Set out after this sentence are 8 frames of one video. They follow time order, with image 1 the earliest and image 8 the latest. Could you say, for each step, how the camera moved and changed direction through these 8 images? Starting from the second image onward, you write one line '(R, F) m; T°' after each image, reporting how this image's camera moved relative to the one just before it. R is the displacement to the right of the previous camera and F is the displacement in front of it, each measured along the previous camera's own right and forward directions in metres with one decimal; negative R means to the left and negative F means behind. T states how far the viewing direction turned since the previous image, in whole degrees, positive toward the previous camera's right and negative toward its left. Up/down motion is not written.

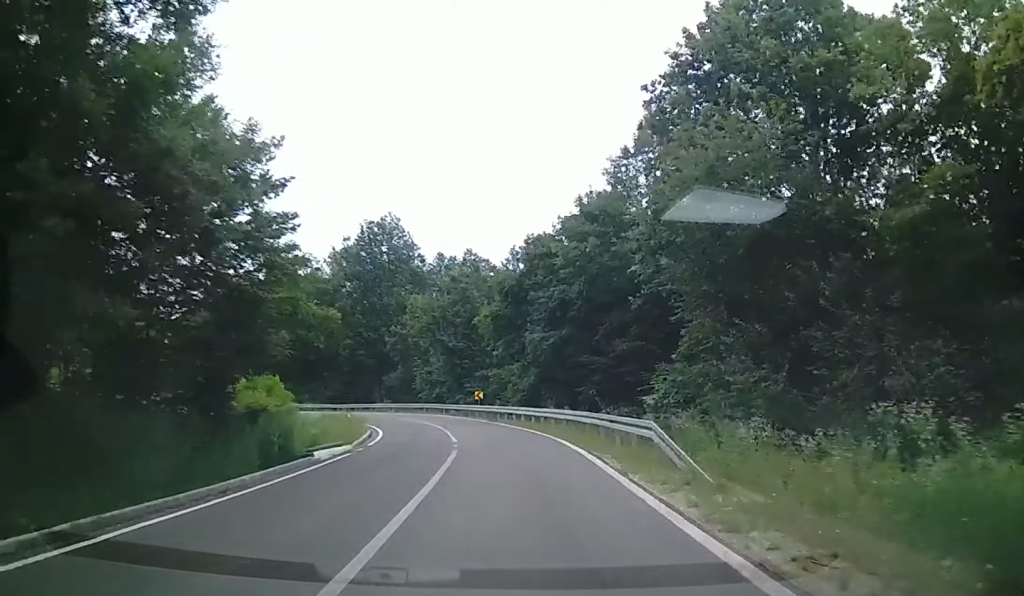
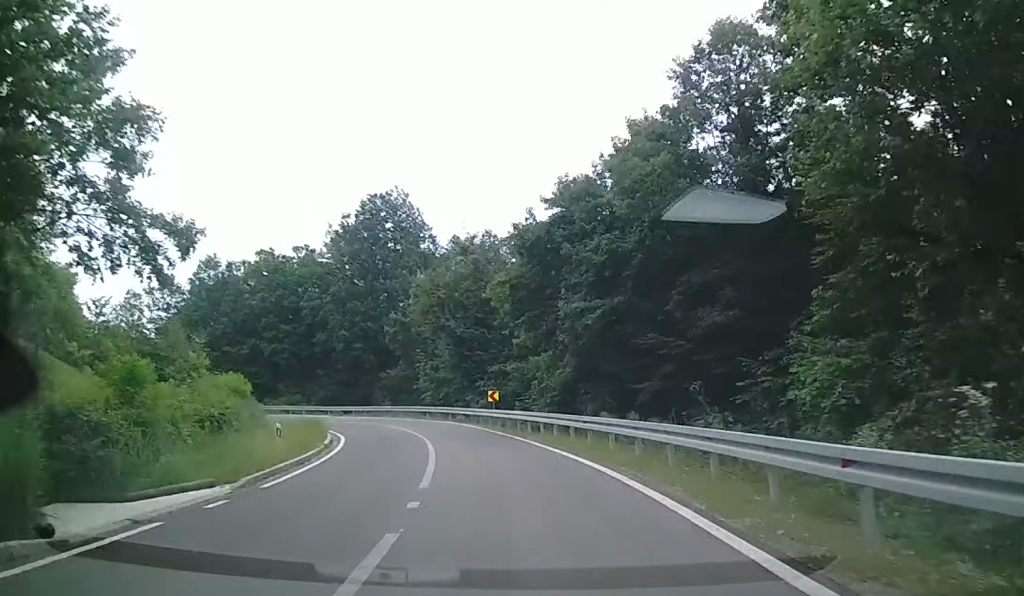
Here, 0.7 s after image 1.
(-0.1, +10.8) m; -2°
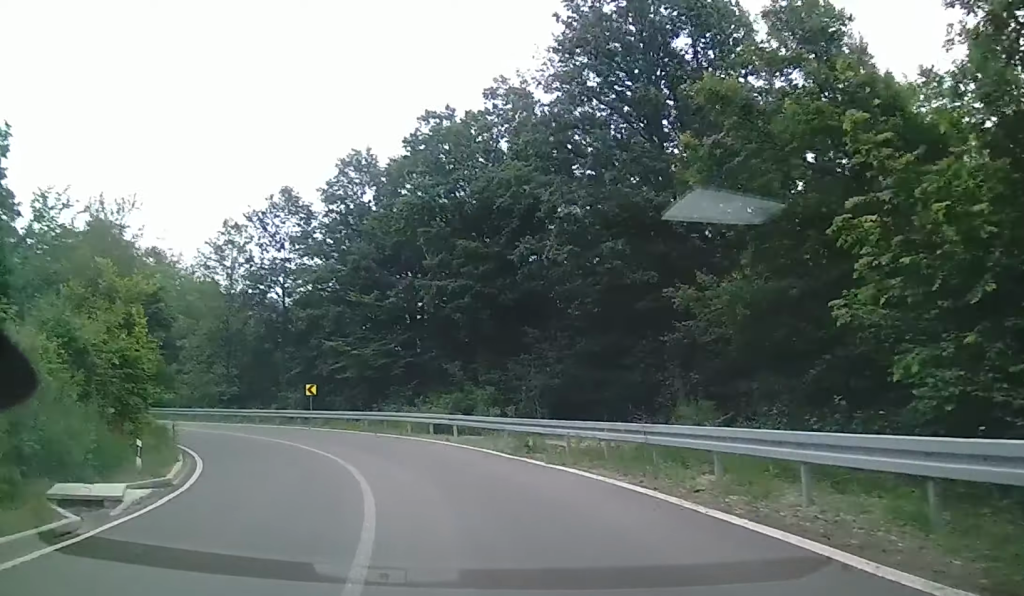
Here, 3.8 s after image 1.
(-7.8, +40.9) m; -26°
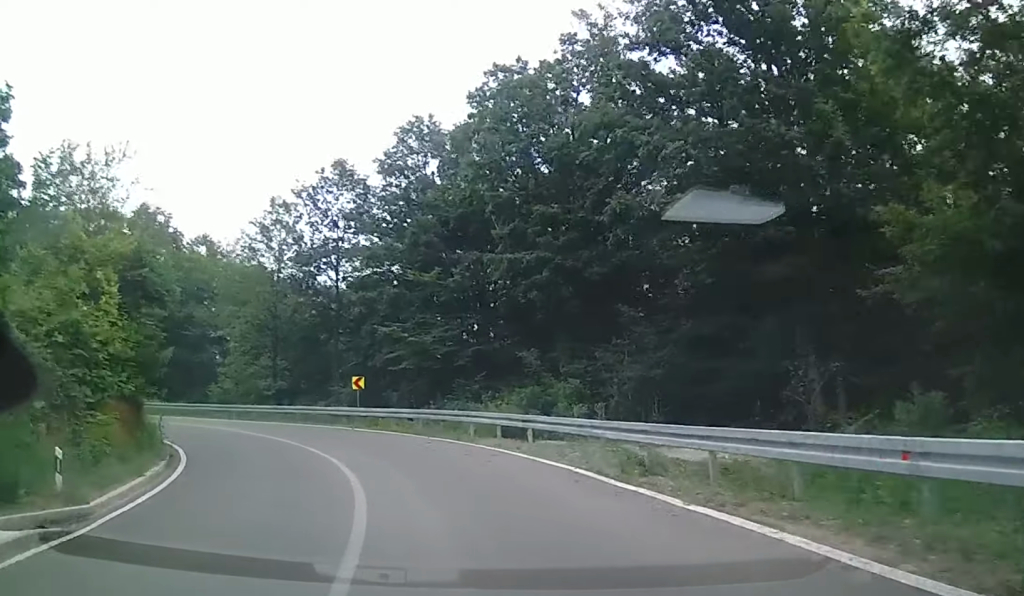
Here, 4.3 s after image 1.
(+0.6, +6.0) m; -6°
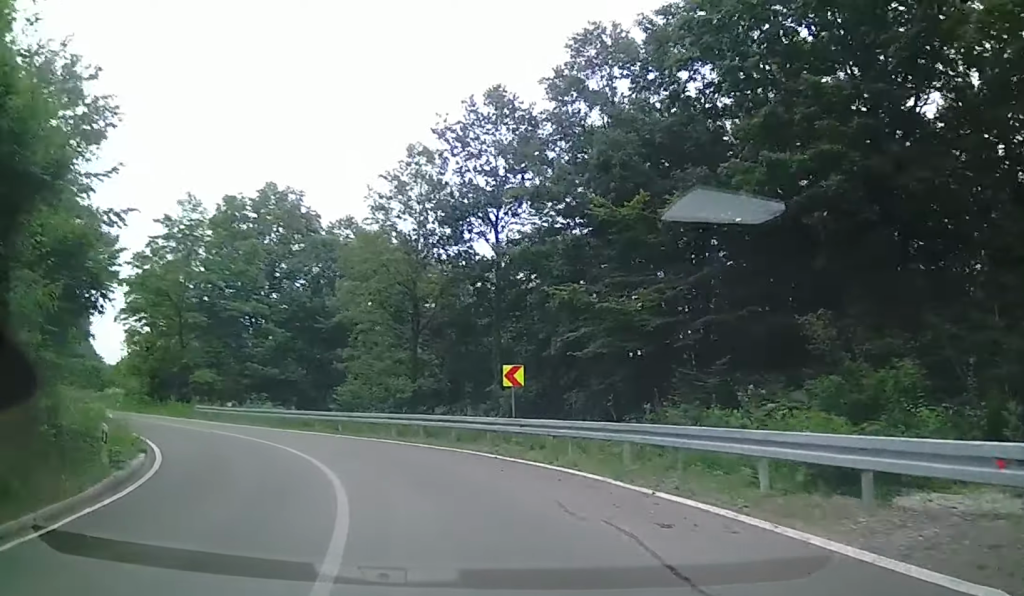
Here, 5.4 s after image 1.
(-3.1, +12.6) m; -19°
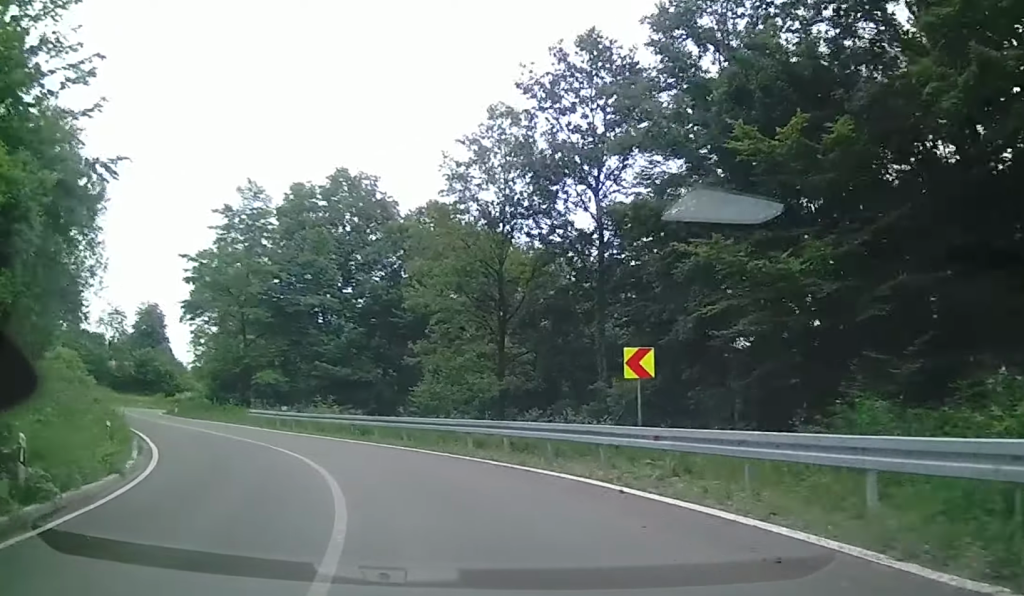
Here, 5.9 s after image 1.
(-0.2, +5.6) m; -7°
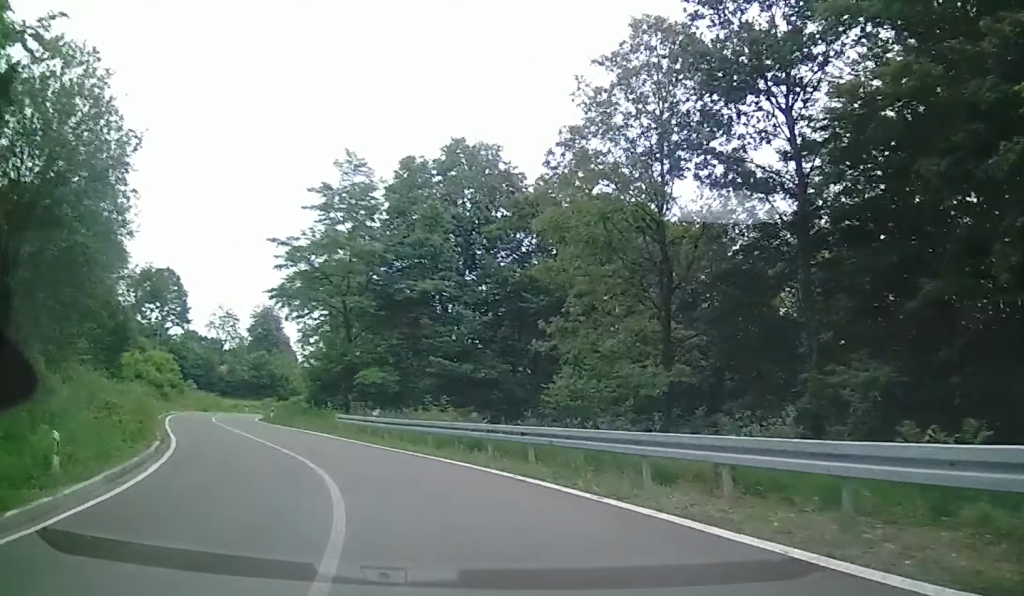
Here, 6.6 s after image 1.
(-0.6, +7.3) m; -14°
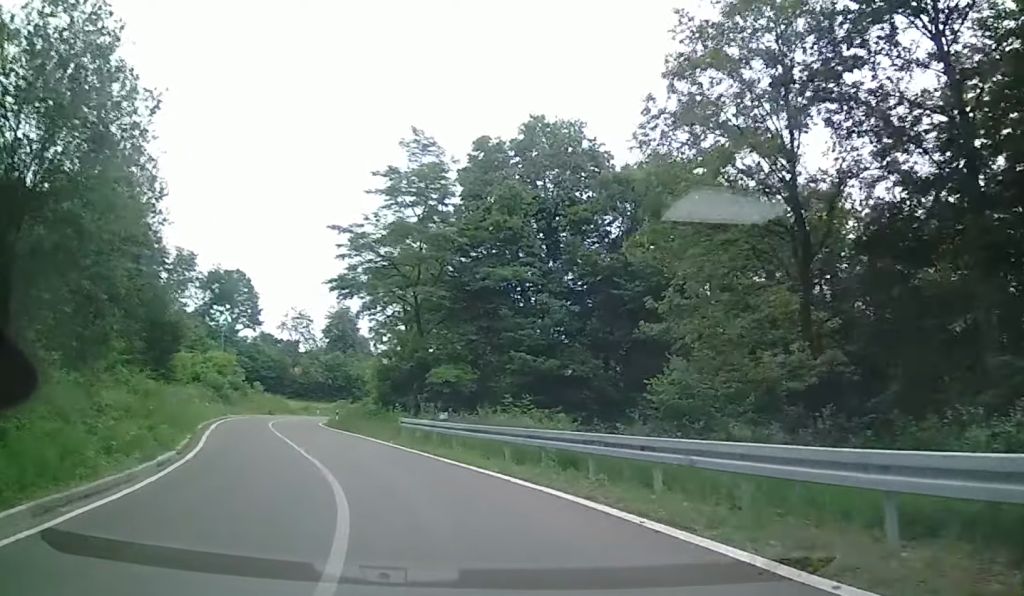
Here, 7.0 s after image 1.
(-0.2, +4.1) m; -10°
